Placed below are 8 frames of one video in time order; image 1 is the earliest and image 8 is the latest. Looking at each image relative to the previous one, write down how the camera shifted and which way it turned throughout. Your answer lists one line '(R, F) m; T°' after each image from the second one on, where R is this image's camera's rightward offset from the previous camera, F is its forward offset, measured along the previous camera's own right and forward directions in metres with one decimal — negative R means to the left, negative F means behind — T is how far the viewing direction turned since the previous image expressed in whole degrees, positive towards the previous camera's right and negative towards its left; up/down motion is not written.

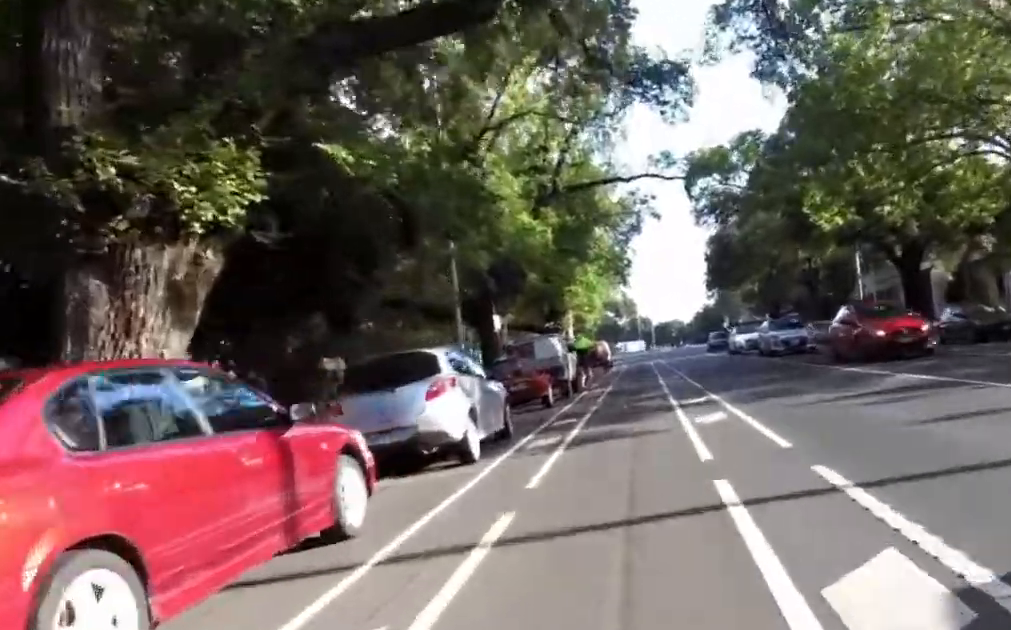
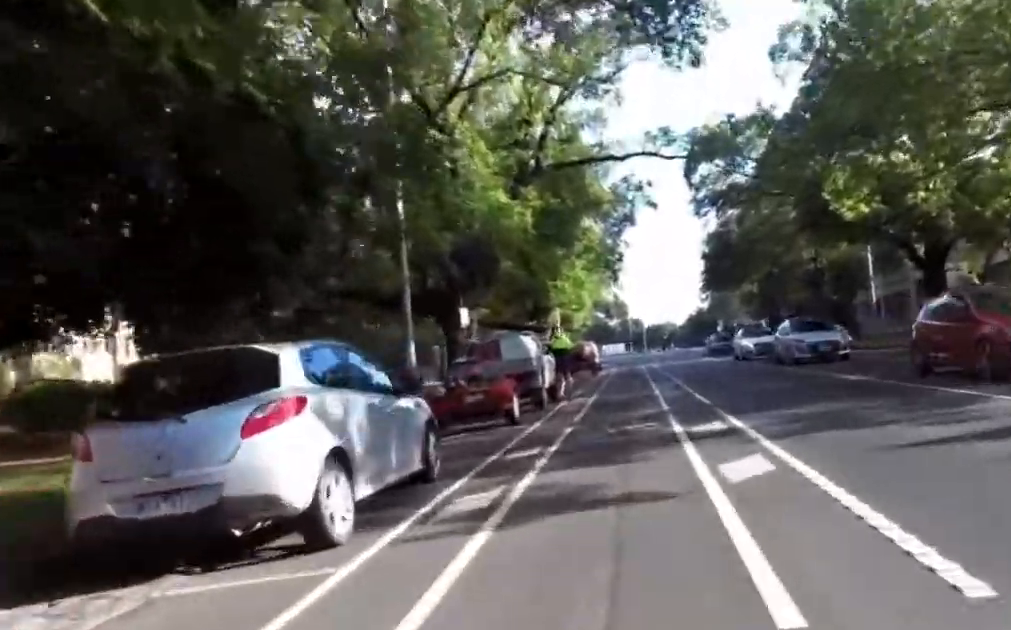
(+0.2, +3.9) m; 0°
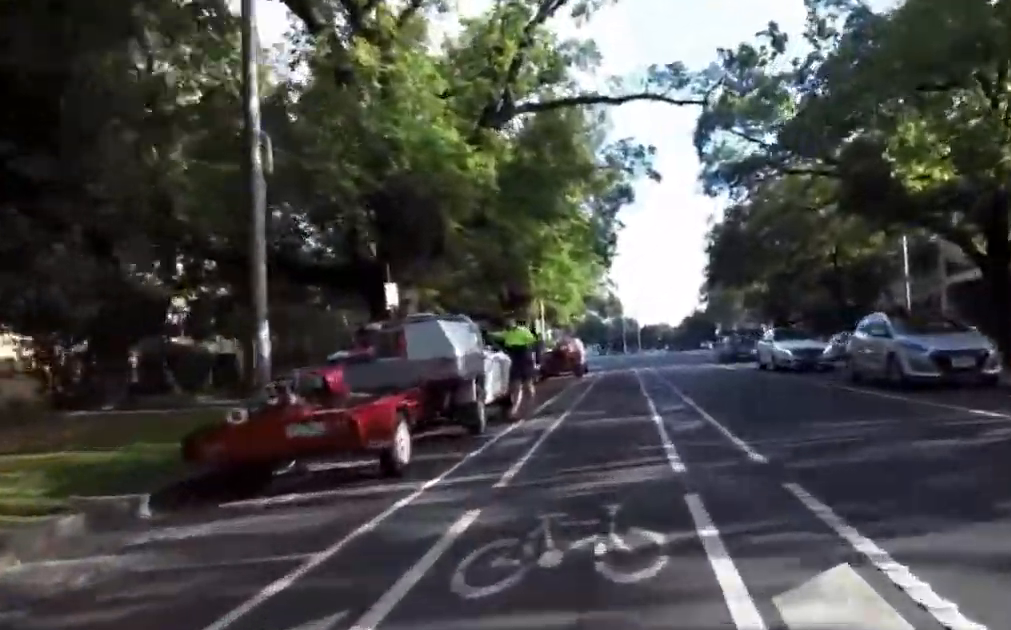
(+0.2, +6.4) m; +1°
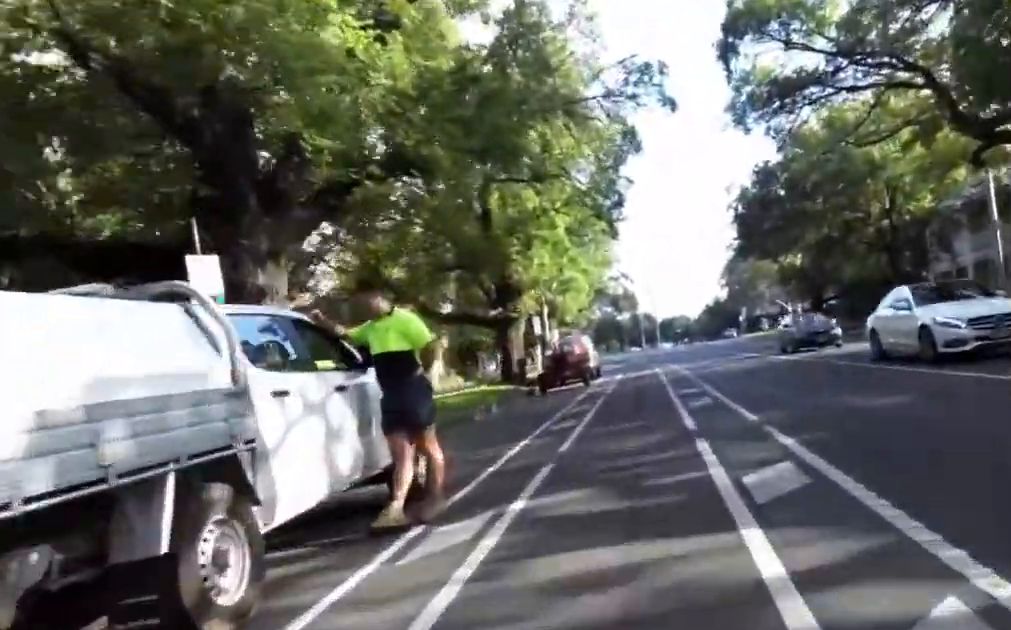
(-0.2, +7.6) m; +4°
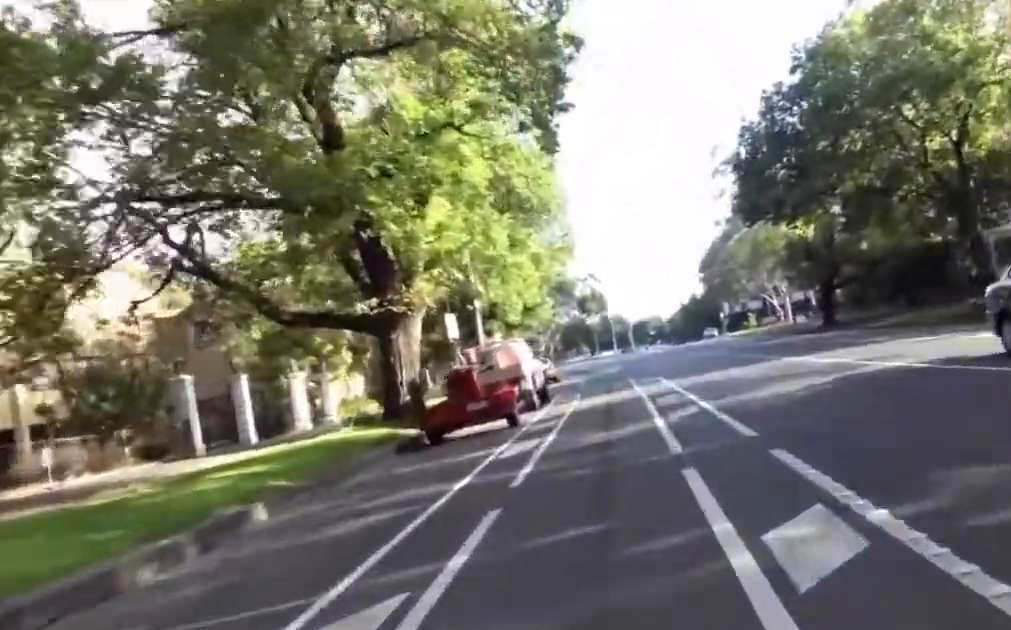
(+0.7, +11.9) m; -5°
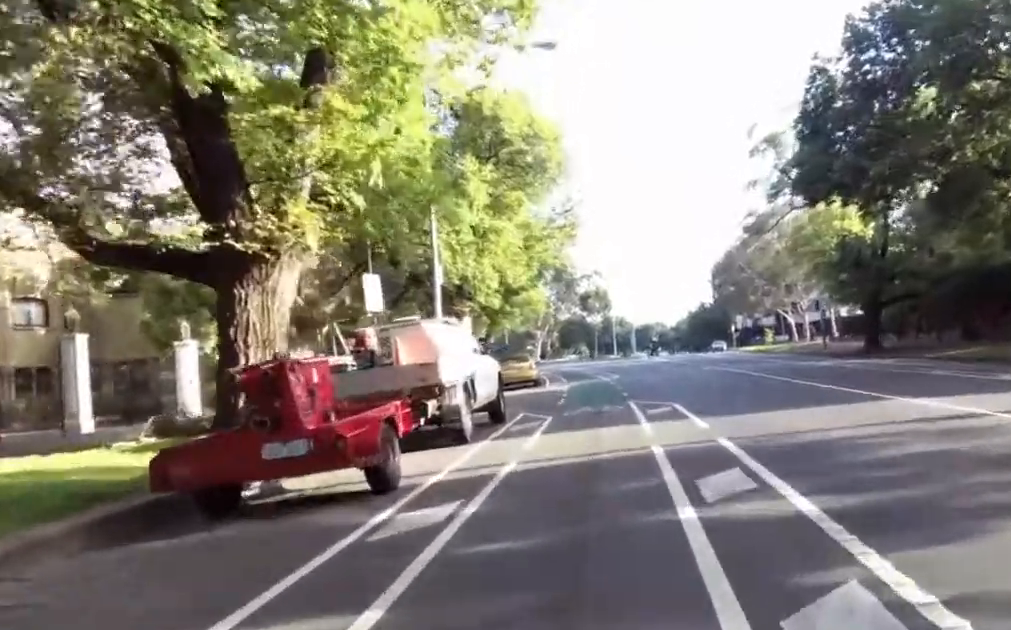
(-0.8, +7.5) m; -8°
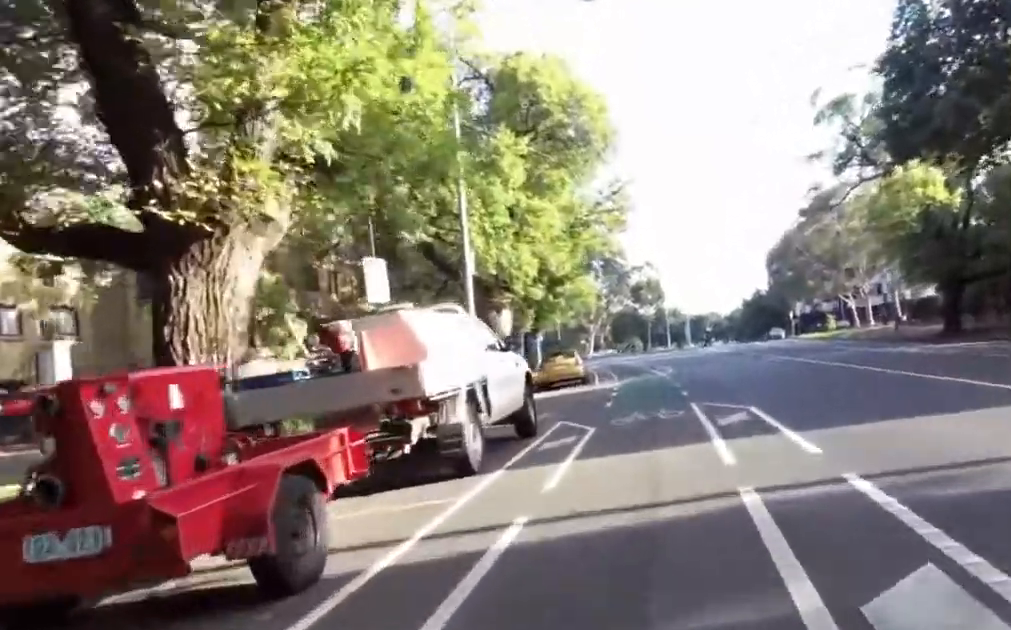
(-0.1, +3.0) m; -1°
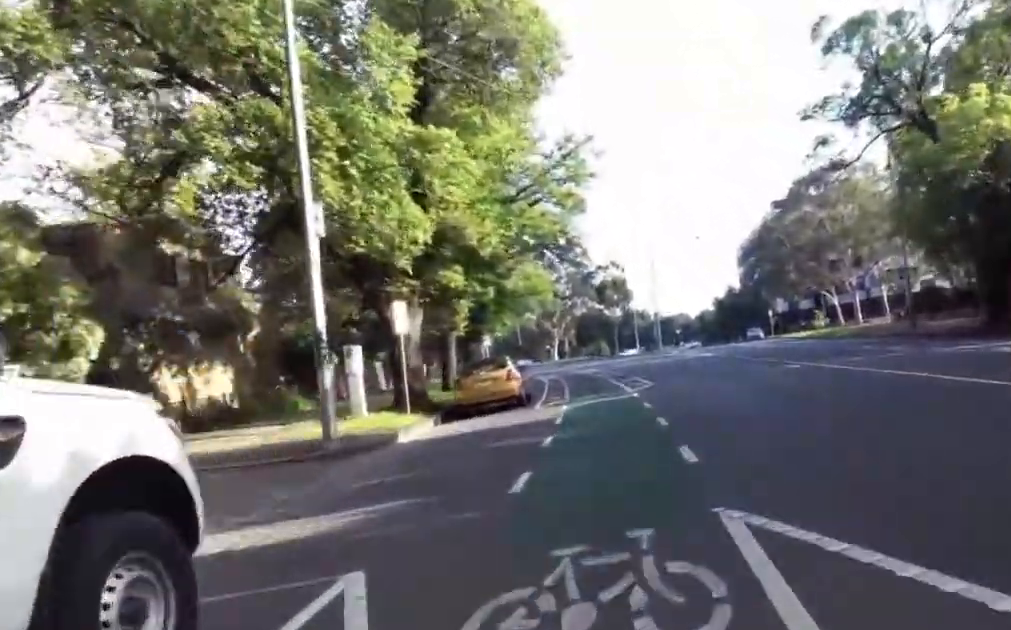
(-0.1, +8.1) m; -1°
